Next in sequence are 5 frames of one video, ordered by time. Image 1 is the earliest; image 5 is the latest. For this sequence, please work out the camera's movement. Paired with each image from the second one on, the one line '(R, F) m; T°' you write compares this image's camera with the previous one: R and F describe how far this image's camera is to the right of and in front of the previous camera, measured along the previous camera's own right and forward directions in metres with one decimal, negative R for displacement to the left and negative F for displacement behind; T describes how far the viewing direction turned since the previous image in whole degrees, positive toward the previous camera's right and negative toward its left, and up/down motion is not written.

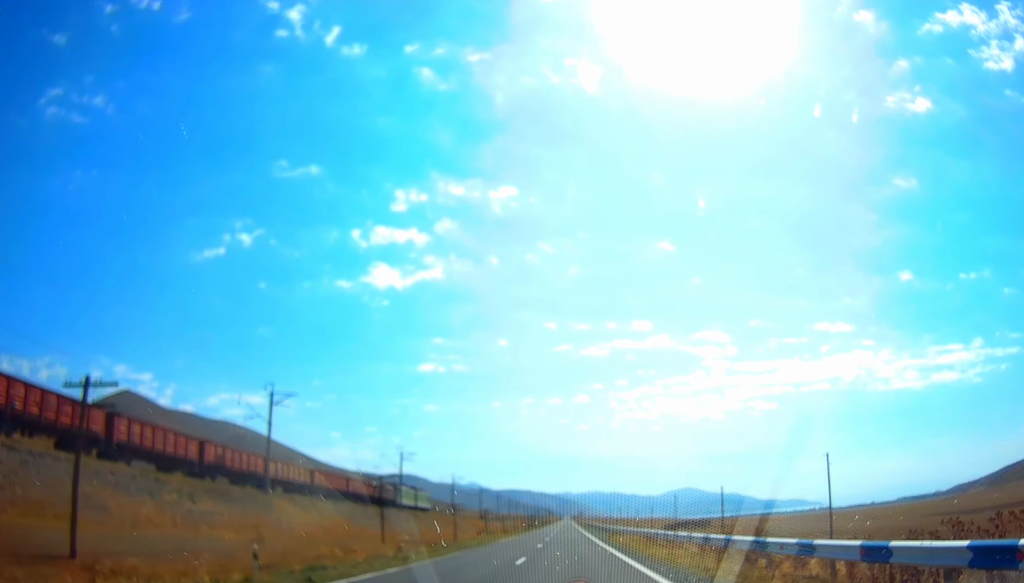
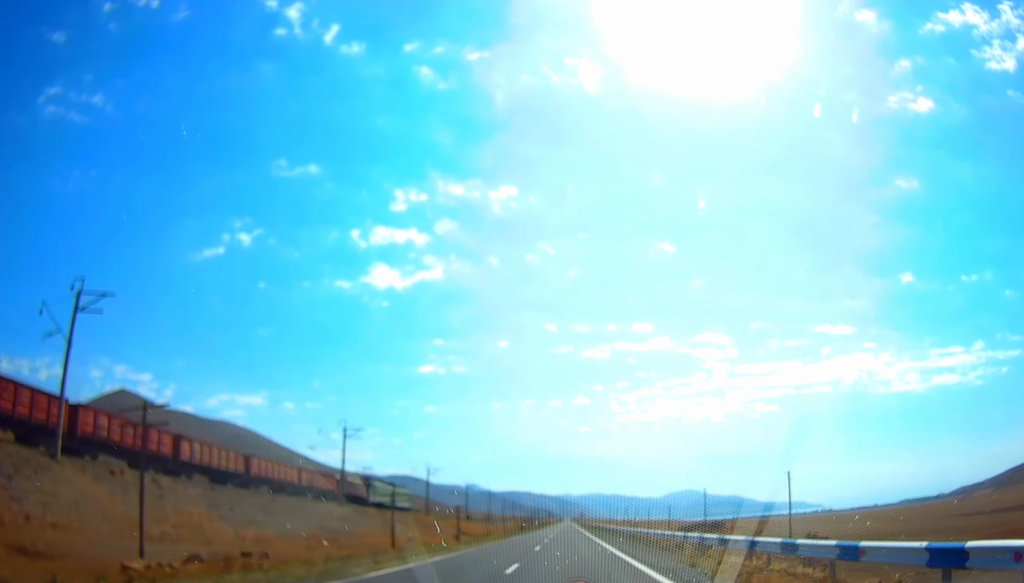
(-0.3, +32.0) m; 0°
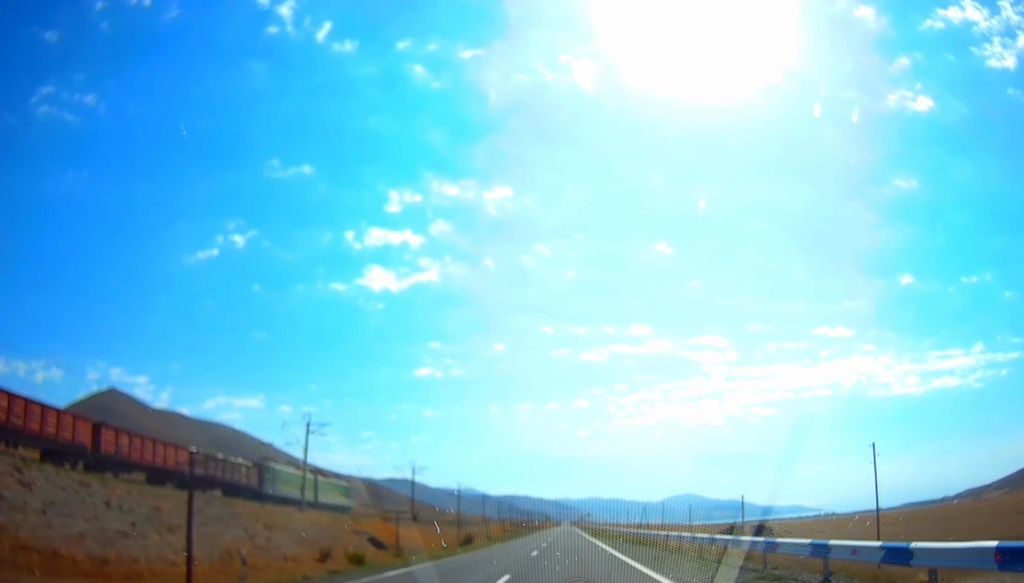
(+0.4, +67.7) m; 0°
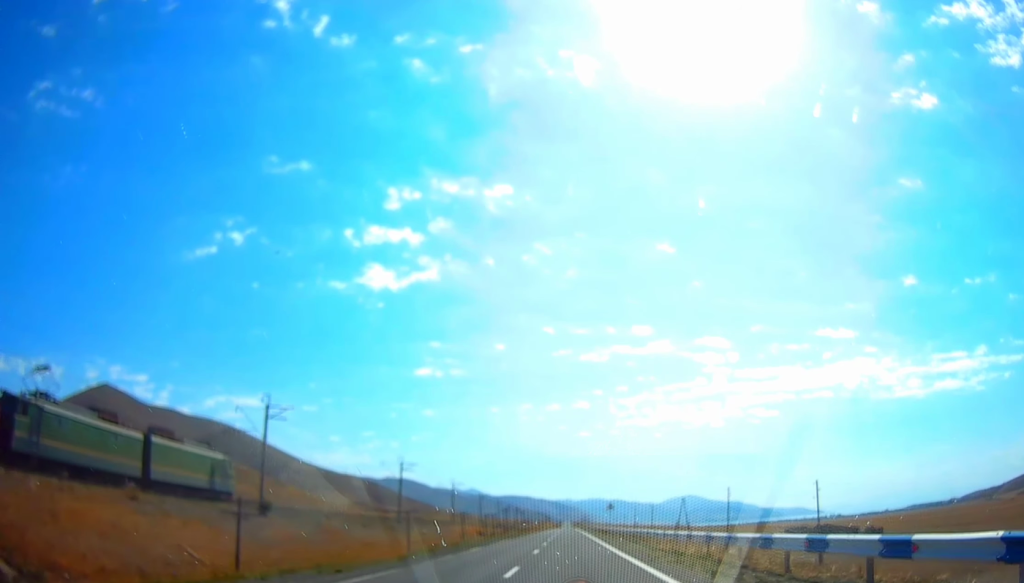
(+0.1, +66.6) m; 0°
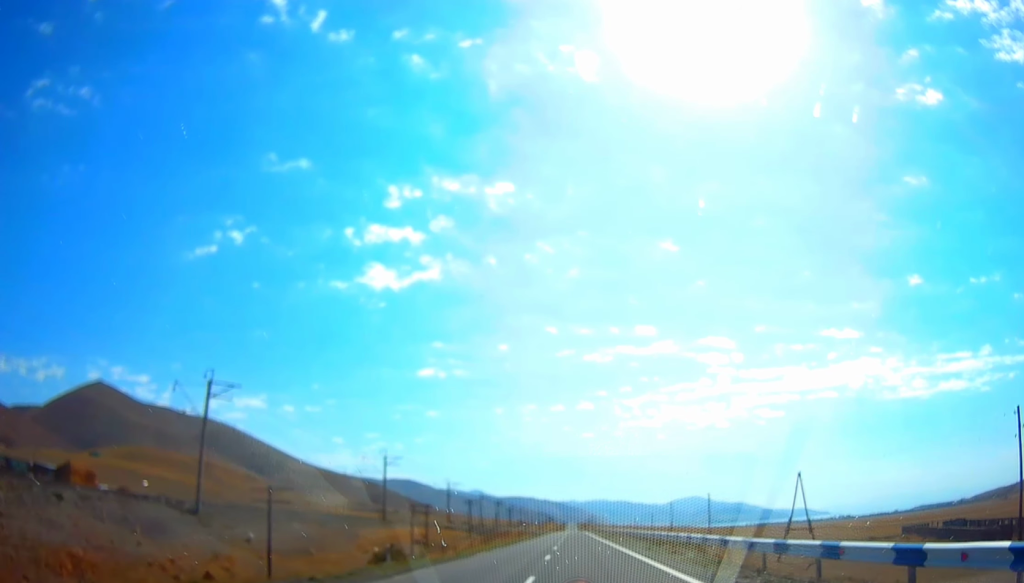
(-0.2, +68.9) m; 0°
